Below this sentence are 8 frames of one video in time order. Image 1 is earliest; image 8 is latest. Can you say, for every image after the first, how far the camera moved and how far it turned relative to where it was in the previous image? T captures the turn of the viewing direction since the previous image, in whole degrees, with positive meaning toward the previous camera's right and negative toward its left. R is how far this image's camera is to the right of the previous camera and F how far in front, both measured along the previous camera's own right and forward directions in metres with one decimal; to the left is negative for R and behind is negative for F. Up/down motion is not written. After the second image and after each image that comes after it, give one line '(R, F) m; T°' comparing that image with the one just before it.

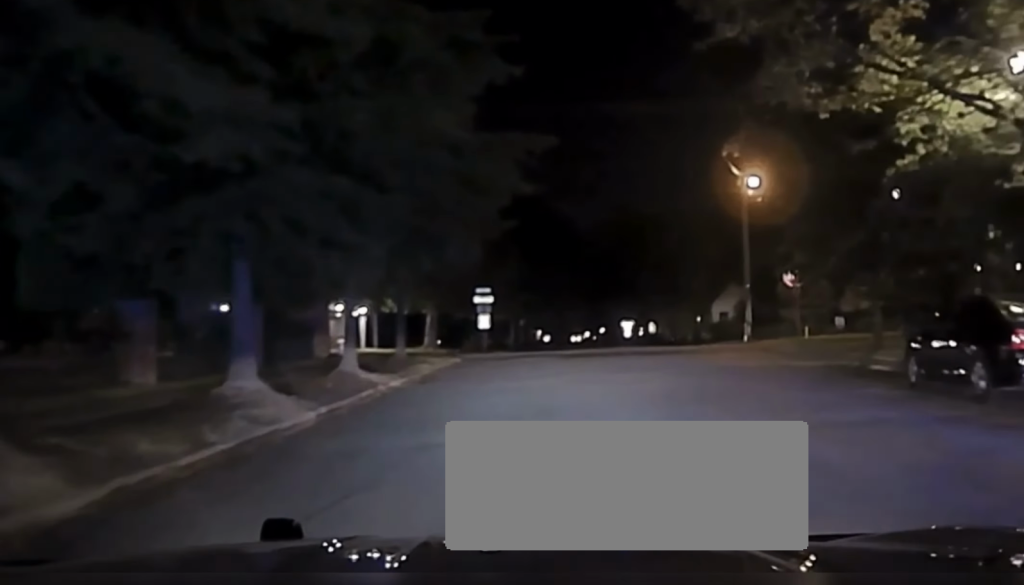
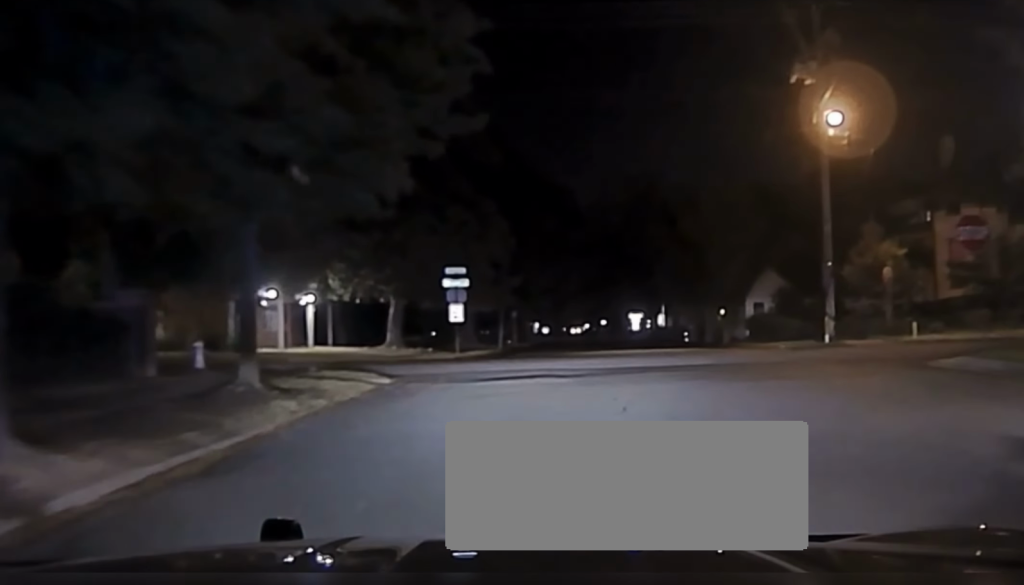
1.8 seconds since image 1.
(+1.1, +17.1) m; +3°
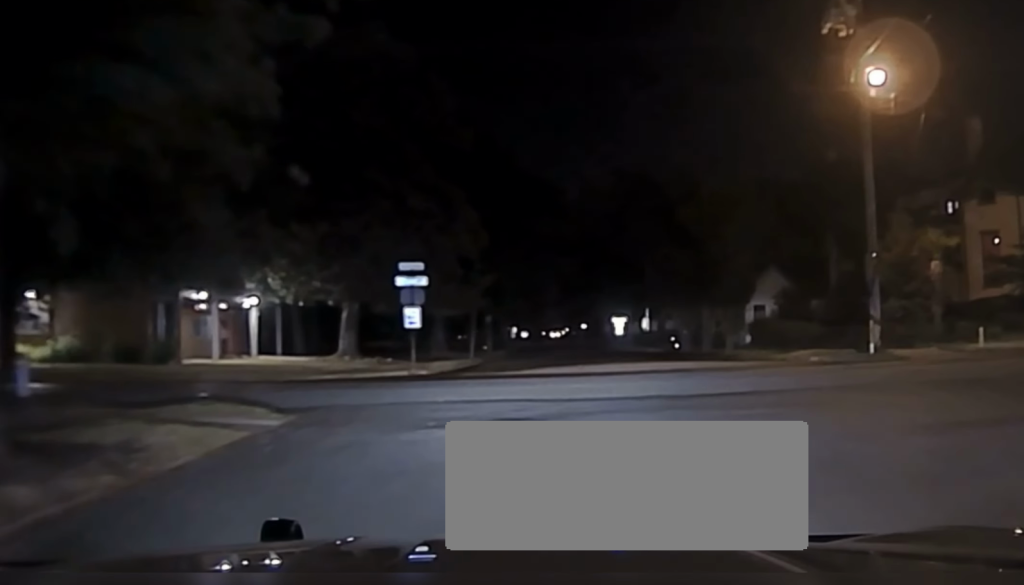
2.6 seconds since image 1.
(-0.1, +7.6) m; -1°
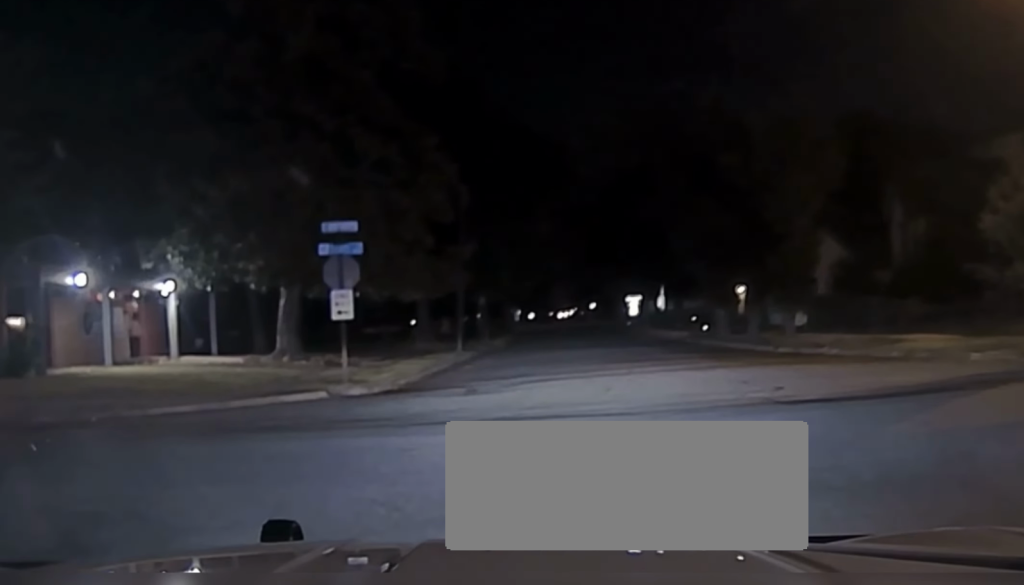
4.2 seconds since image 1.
(-0.6, +11.8) m; -19°
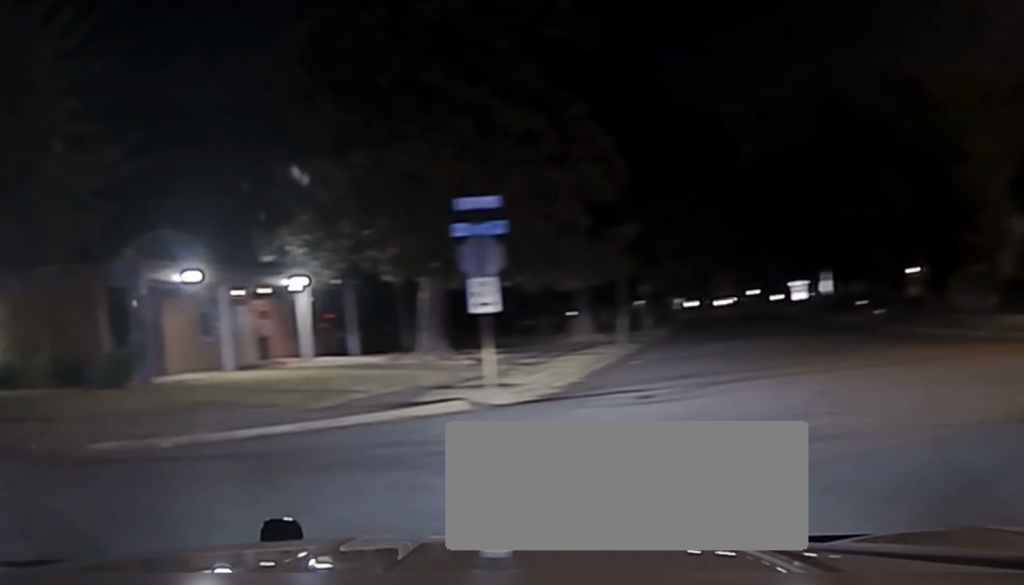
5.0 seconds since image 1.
(-0.8, +3.8) m; -25°
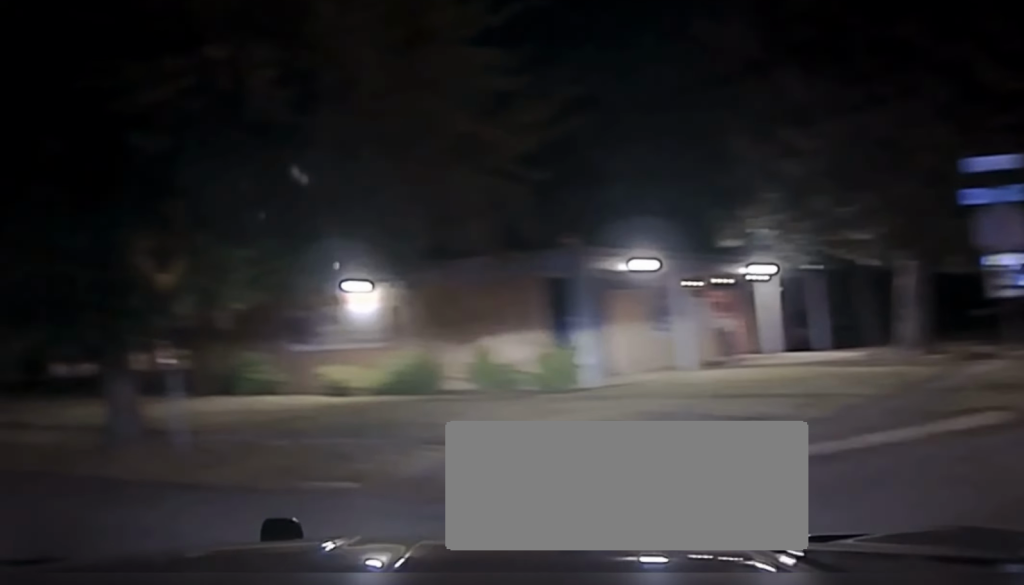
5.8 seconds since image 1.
(-1.1, +3.8) m; -24°
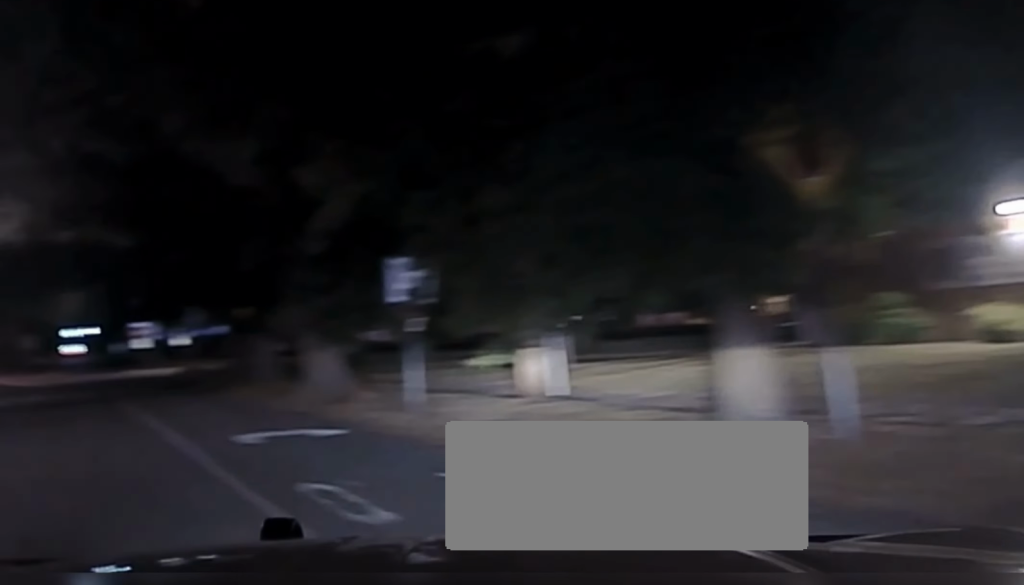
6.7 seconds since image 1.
(-0.8, +5.7) m; -13°
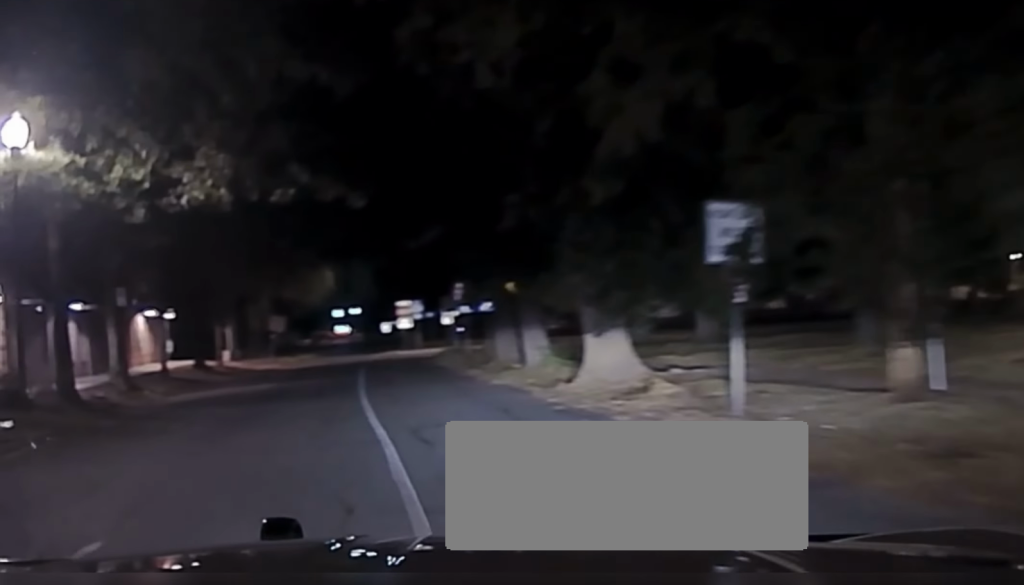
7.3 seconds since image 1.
(-0.3, +5.6) m; -5°
